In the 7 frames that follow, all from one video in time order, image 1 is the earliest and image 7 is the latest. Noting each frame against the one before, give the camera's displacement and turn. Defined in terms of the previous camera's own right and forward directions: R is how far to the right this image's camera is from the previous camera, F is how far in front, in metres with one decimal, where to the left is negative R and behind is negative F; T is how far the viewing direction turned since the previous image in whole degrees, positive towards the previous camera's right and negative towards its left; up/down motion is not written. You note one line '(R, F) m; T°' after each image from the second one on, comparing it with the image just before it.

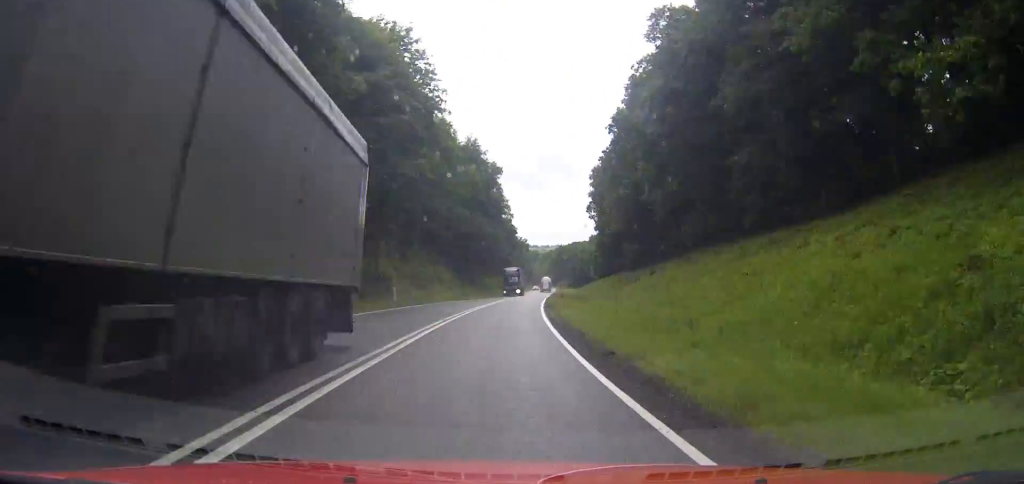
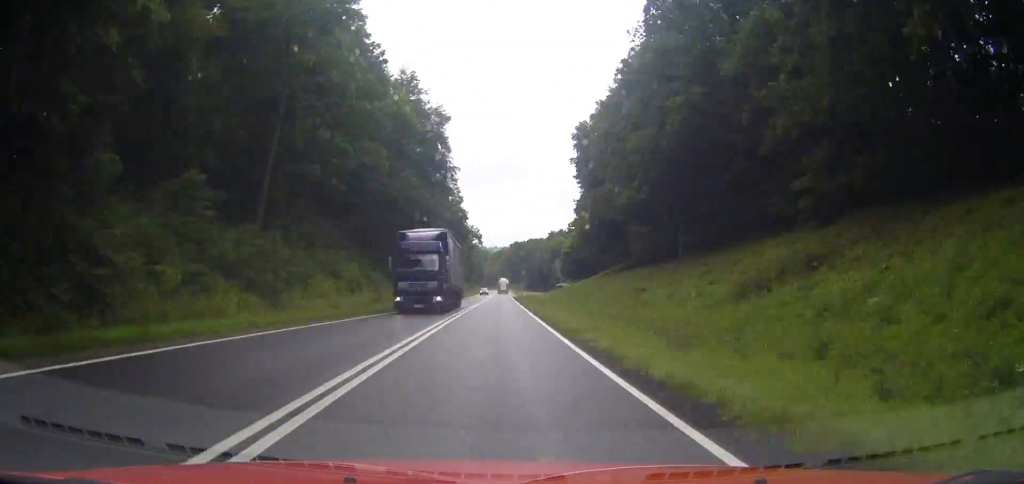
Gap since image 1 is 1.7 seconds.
(+1.1, +40.8) m; +3°
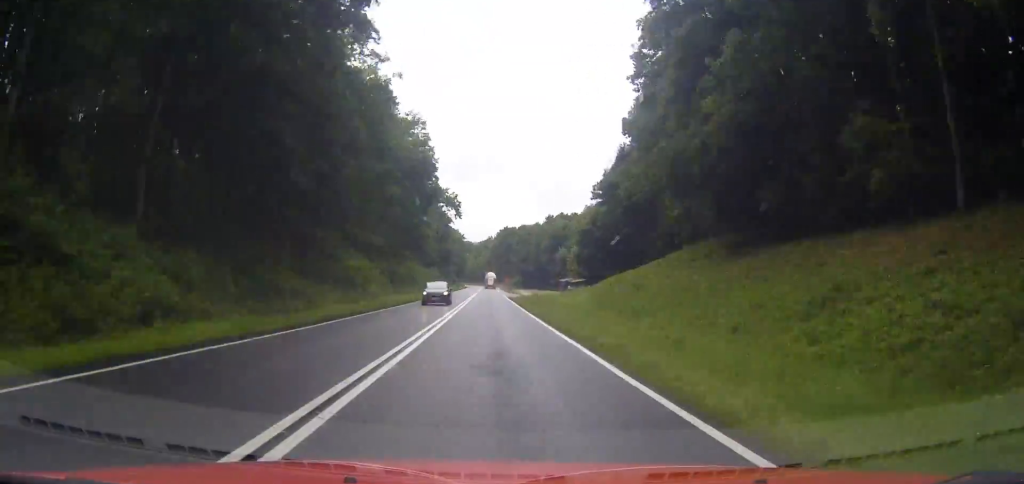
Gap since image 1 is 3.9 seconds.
(+1.0, +52.8) m; +2°
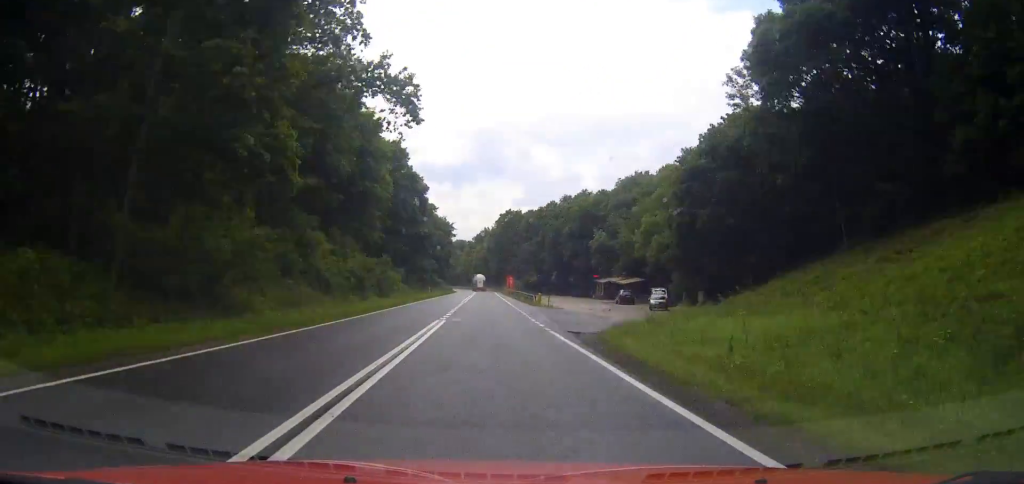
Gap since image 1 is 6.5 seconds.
(+1.2, +62.7) m; 0°
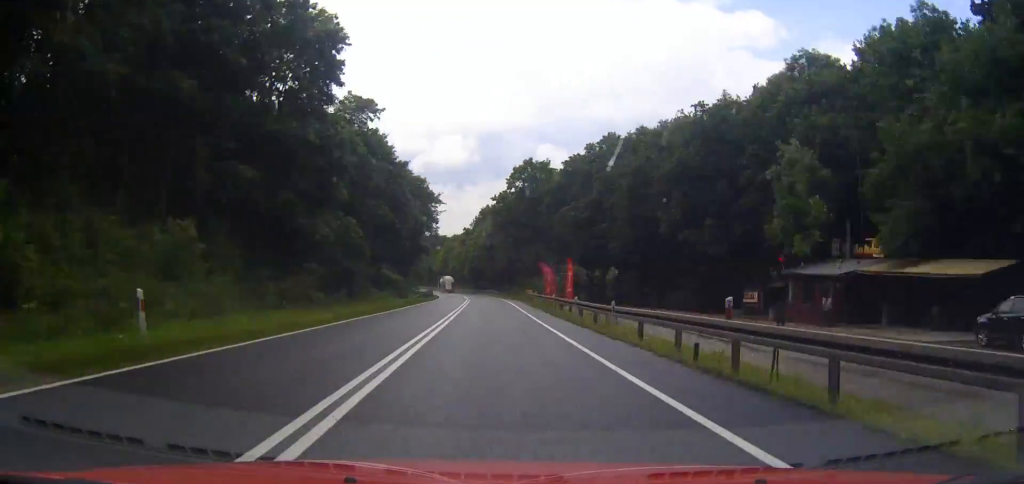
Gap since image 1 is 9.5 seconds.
(-0.9, +72.6) m; -1°
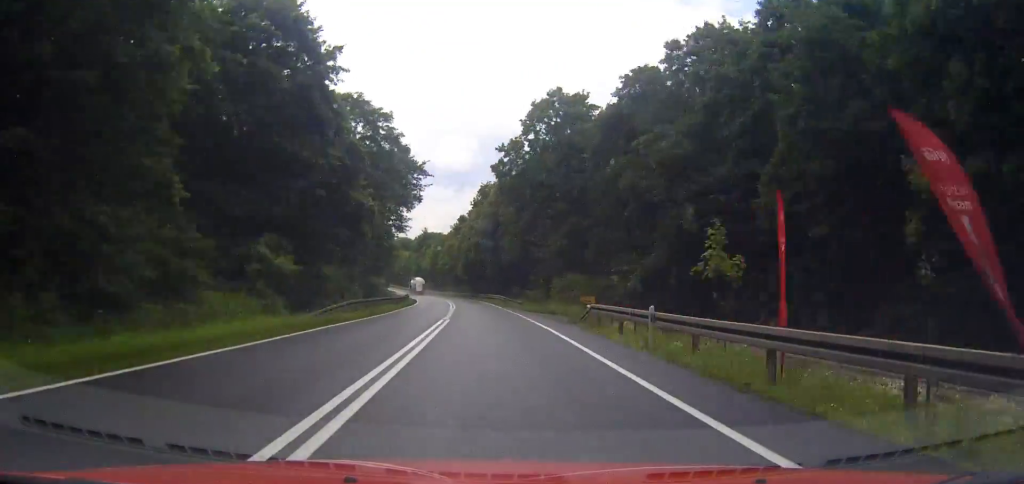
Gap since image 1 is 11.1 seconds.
(-0.3, +39.1) m; -2°
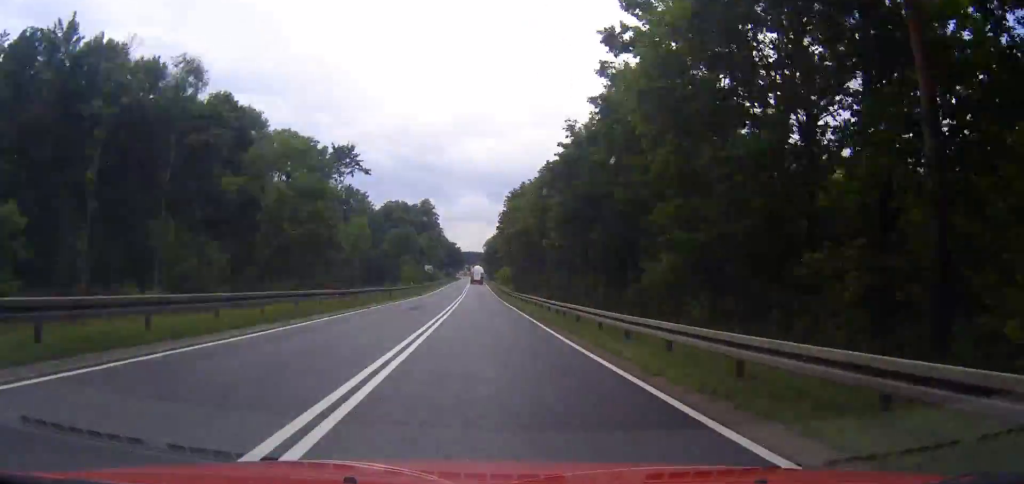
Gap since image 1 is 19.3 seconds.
(-19.5, +200.7) m; -10°
